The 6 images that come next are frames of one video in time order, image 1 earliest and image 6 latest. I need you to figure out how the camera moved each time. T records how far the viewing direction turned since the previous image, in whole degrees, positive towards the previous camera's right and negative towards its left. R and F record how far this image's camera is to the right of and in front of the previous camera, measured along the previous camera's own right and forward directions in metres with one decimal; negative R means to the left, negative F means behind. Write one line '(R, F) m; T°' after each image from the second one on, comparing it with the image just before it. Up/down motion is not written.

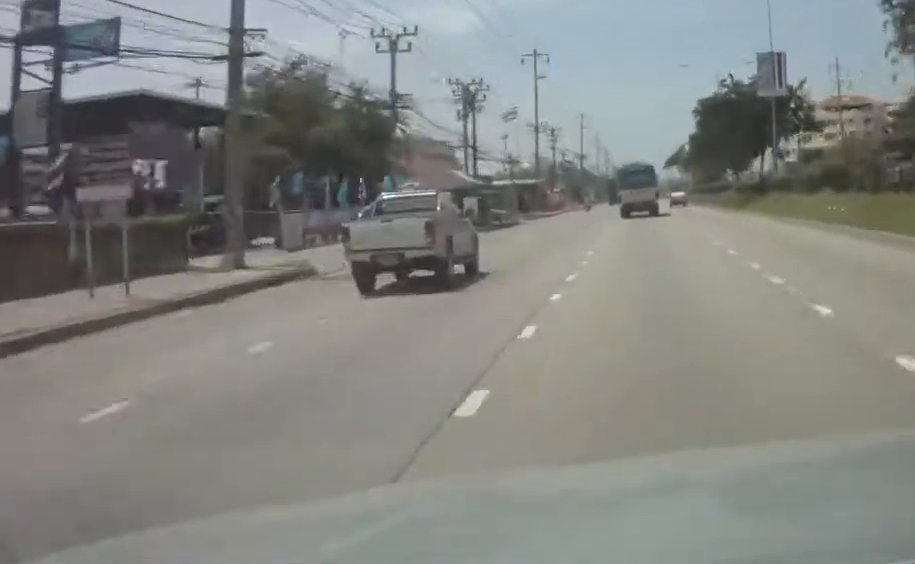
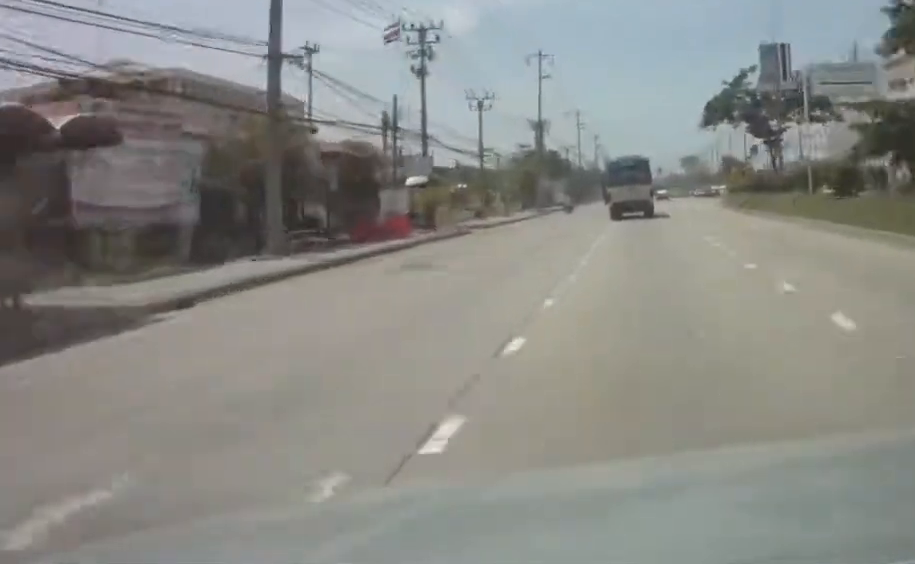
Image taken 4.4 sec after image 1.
(-0.1, +81.1) m; 0°
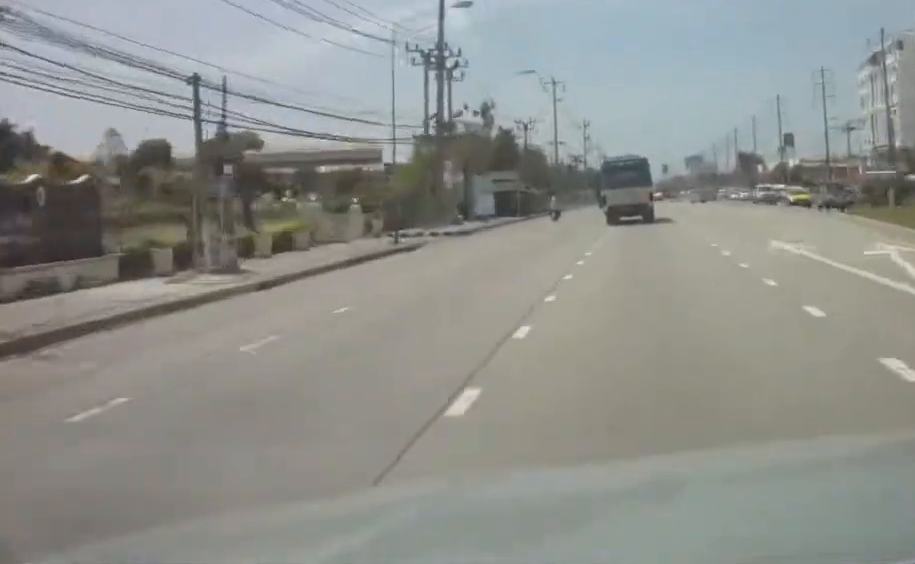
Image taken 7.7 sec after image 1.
(0.0, +59.5) m; 0°
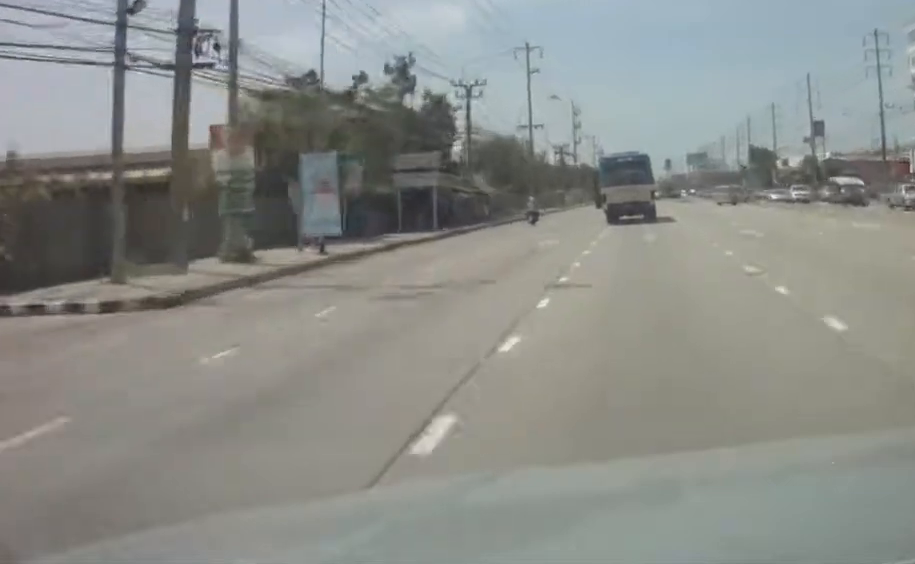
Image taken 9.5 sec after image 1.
(+0.1, +33.8) m; 0°
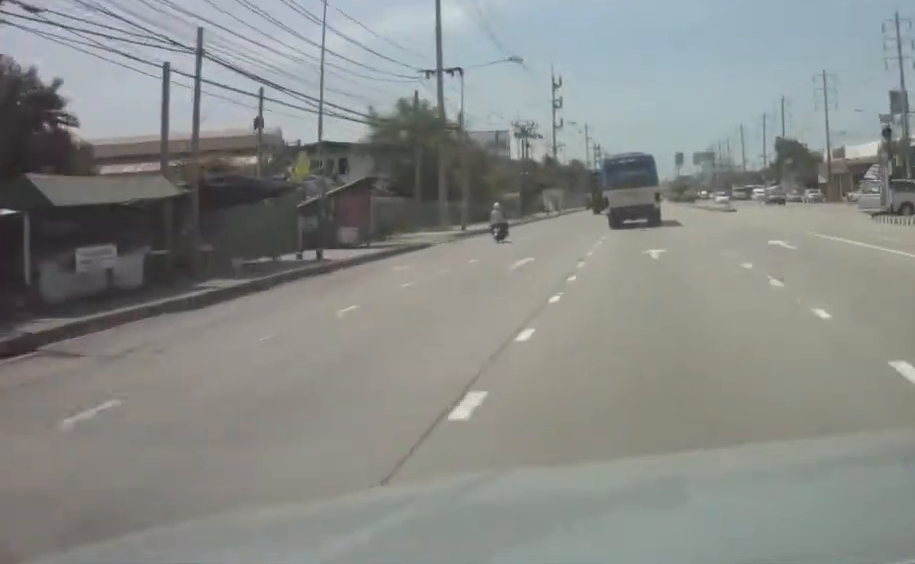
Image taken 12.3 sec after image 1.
(0.0, +51.5) m; 0°
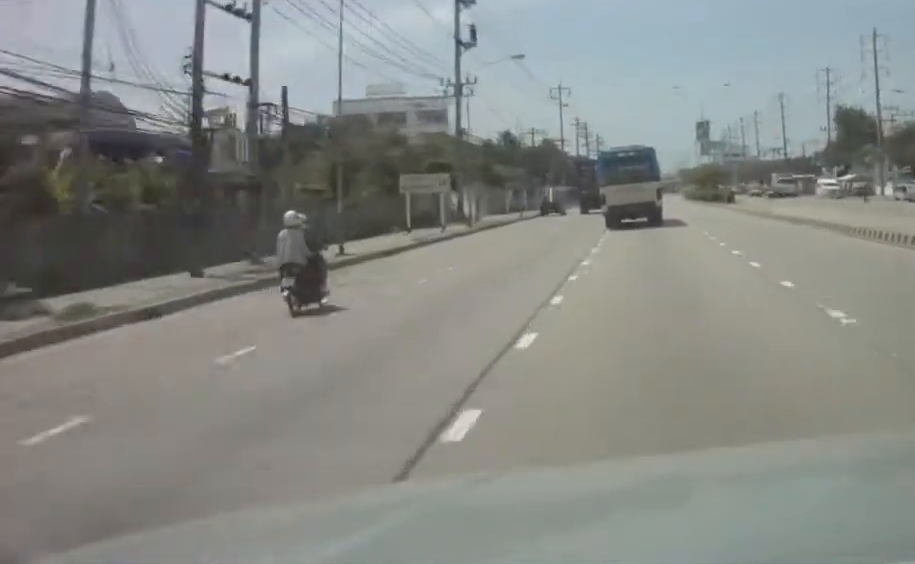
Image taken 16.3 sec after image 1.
(+0.2, +72.5) m; 0°
